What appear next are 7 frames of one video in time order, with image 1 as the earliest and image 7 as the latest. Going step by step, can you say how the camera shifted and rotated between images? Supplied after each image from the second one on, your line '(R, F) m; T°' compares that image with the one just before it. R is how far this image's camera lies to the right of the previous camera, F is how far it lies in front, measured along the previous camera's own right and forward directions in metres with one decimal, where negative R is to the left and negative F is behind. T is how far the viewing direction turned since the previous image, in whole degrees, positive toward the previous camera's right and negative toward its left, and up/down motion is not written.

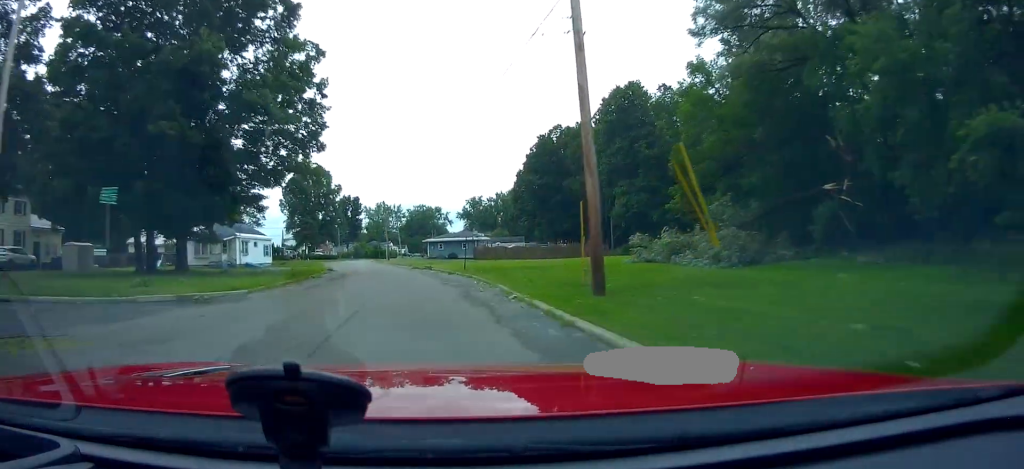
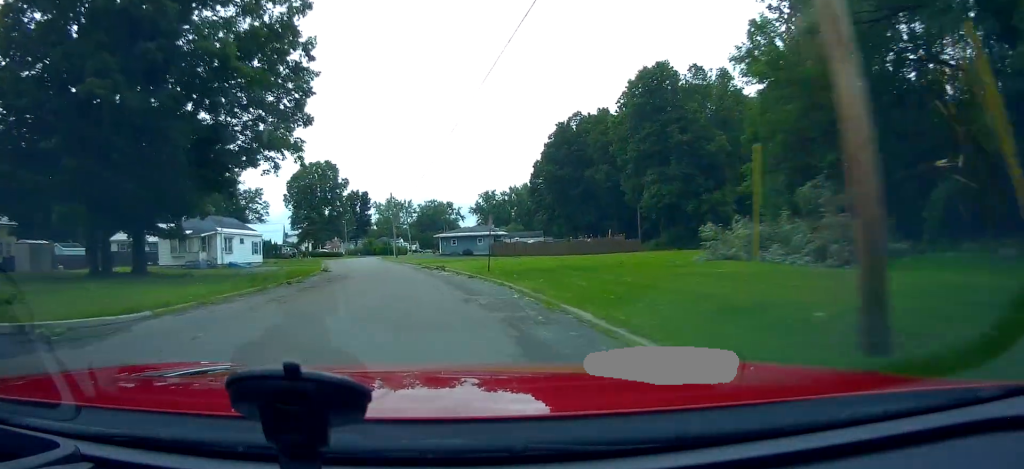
(0.0, +8.3) m; -1°
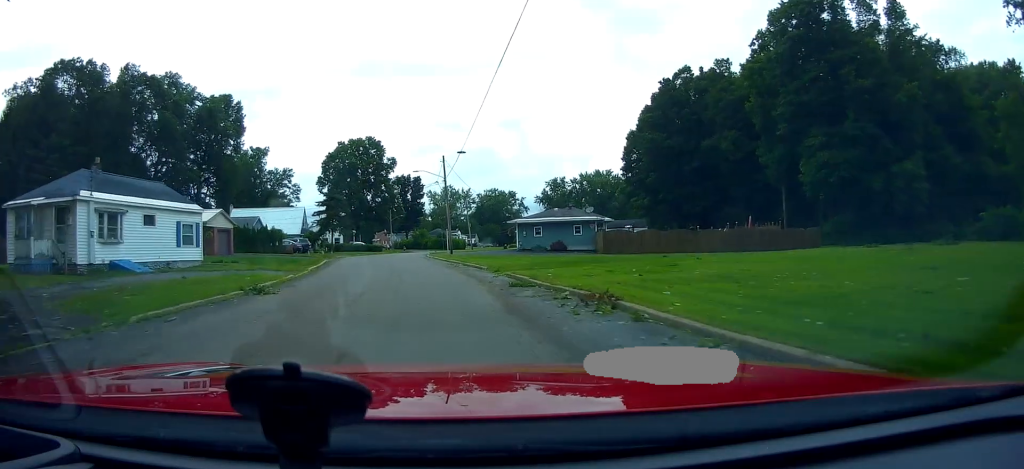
(-1.4, +26.3) m; -5°
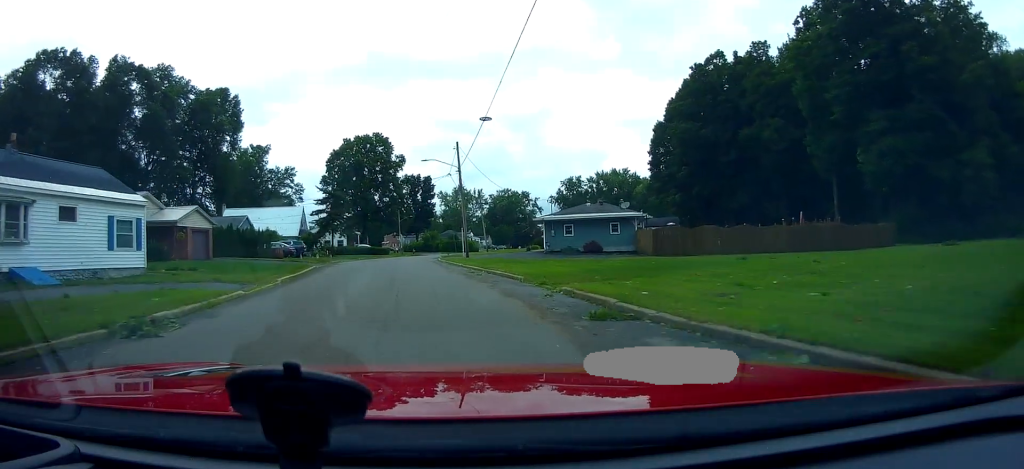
(0.0, +7.8) m; 0°
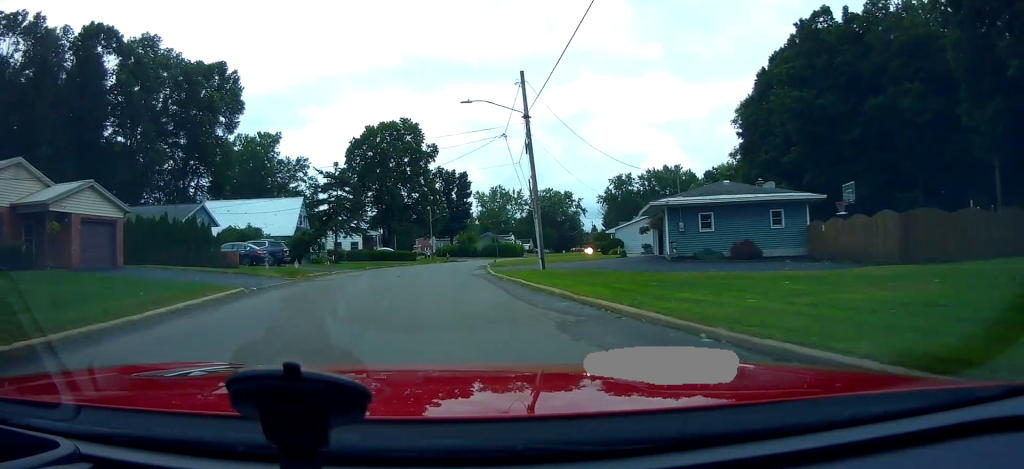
(-0.4, +18.4) m; -5°
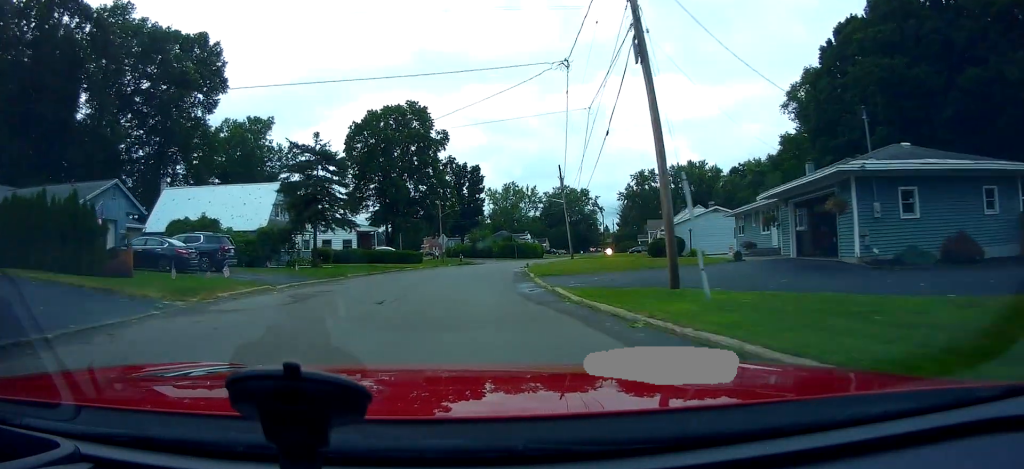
(-0.5, +12.1) m; -1°
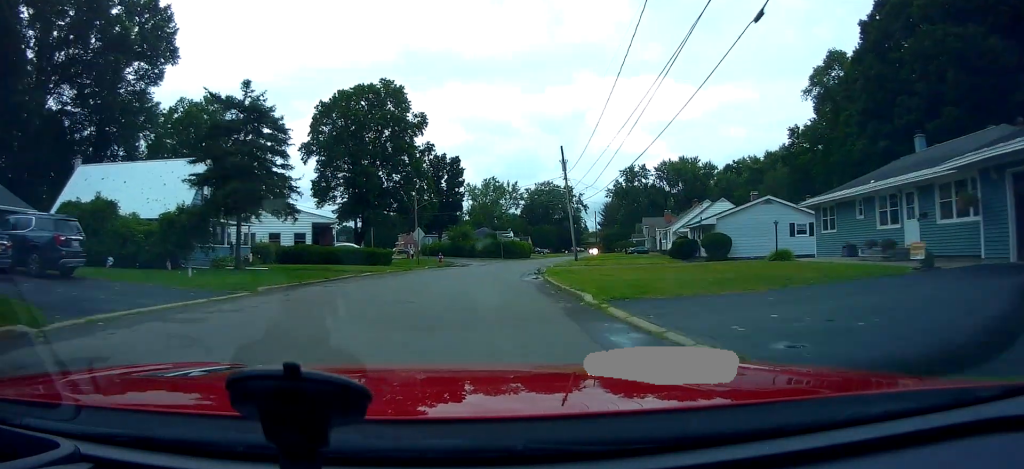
(+0.3, +10.8) m; +4°
